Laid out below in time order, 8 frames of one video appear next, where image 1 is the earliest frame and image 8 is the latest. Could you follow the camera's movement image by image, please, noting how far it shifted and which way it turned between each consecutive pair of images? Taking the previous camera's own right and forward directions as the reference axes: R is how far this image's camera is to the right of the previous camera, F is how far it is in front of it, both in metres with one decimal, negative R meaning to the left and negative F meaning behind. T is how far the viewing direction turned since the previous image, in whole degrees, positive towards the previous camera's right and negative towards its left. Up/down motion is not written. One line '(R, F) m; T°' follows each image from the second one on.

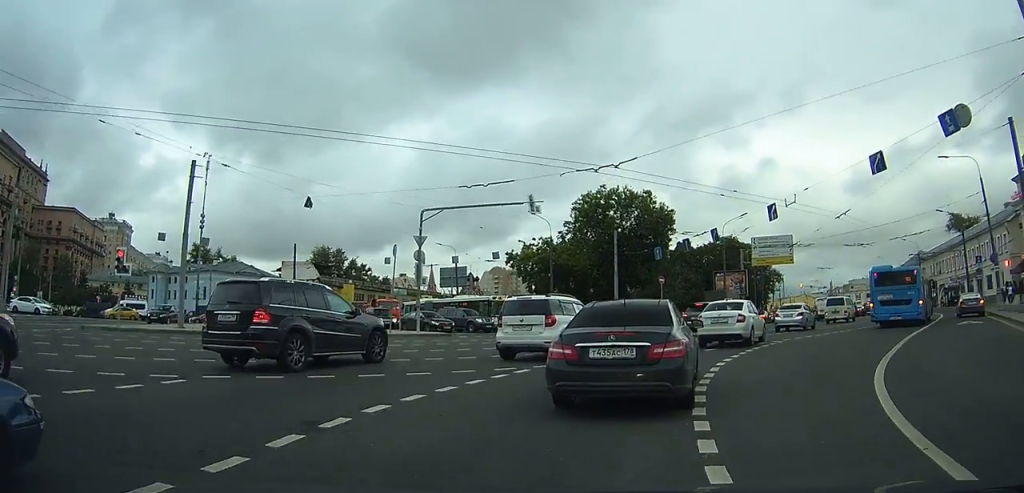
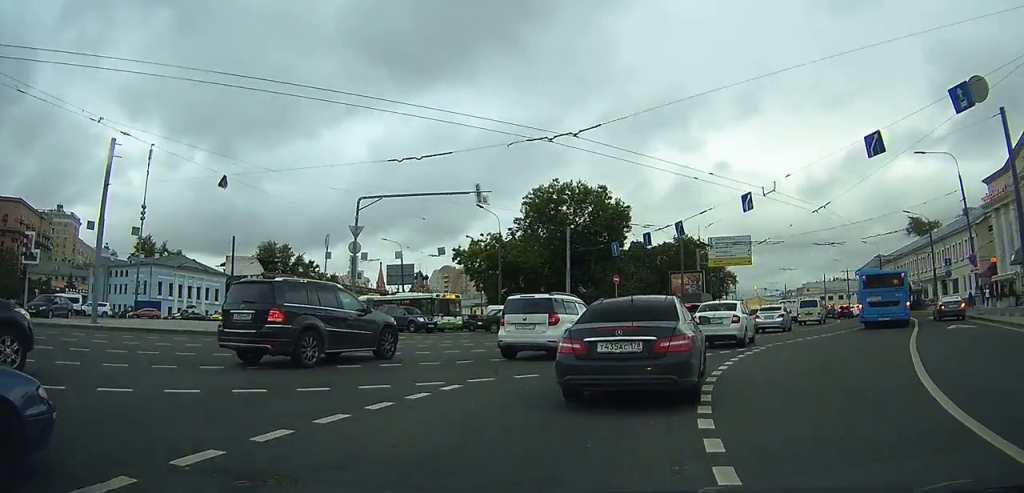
(+0.3, +3.1) m; +5°
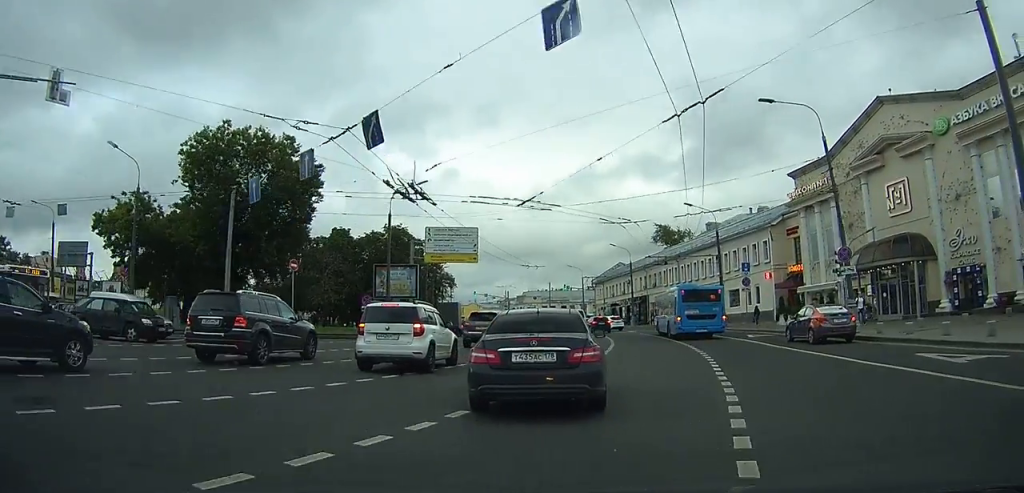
(+3.4, +15.8) m; +25°
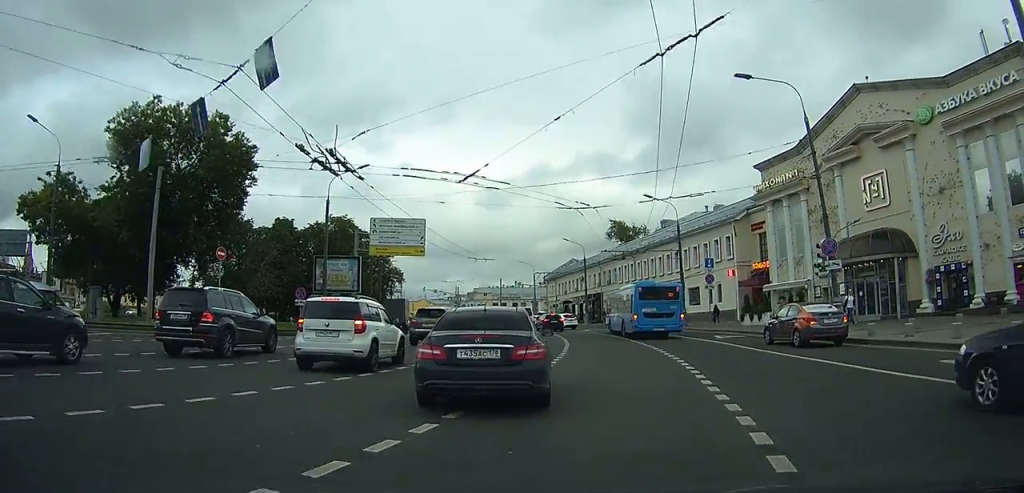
(+0.2, +3.4) m; +4°
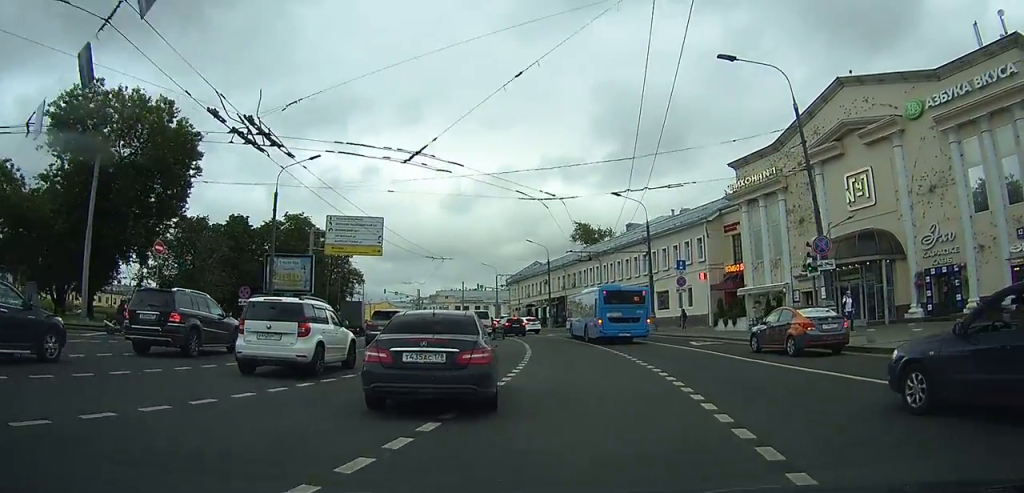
(+0.1, +2.8) m; +3°
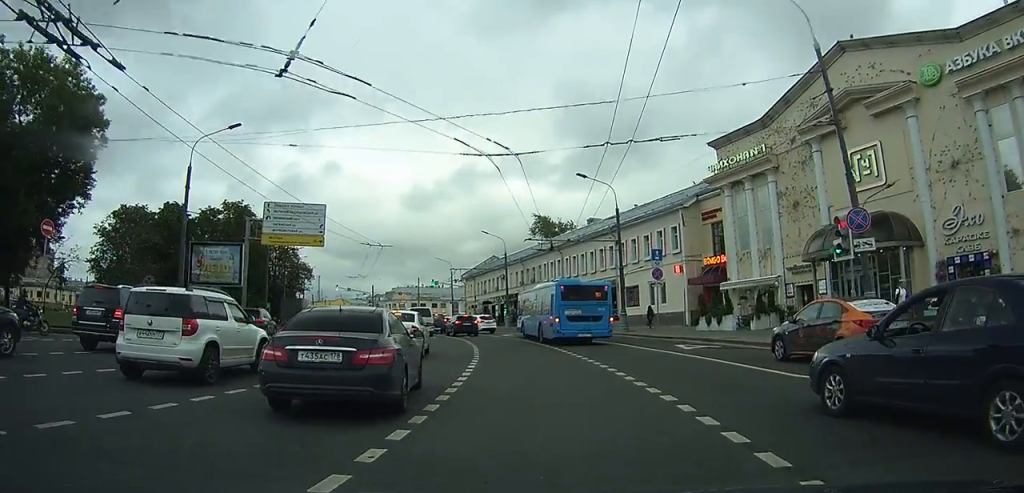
(+0.3, +5.5) m; +3°
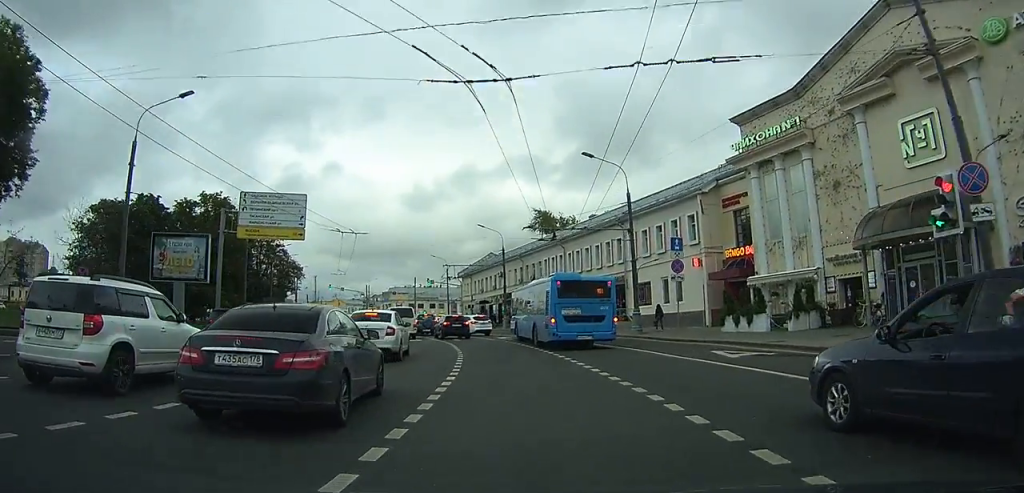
(+0.1, +4.7) m; +1°
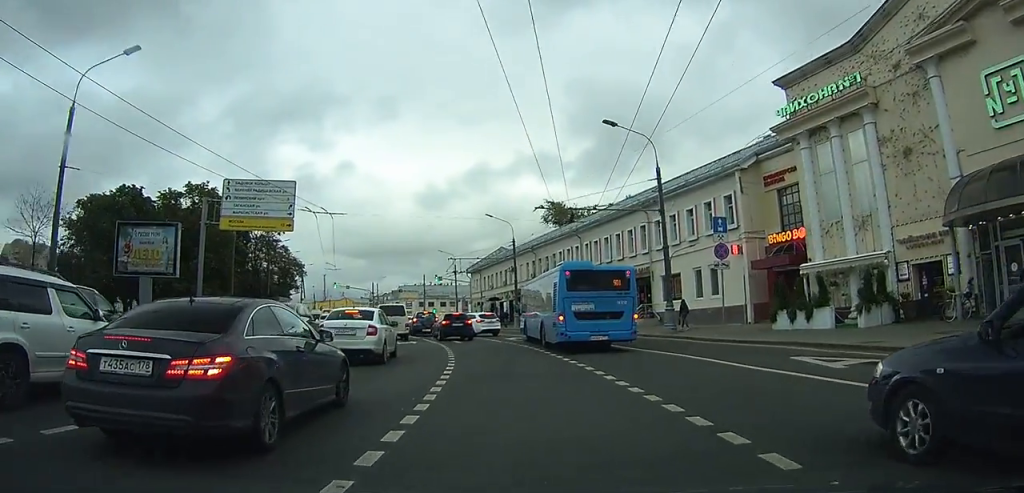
(0.0, +4.8) m; -1°
